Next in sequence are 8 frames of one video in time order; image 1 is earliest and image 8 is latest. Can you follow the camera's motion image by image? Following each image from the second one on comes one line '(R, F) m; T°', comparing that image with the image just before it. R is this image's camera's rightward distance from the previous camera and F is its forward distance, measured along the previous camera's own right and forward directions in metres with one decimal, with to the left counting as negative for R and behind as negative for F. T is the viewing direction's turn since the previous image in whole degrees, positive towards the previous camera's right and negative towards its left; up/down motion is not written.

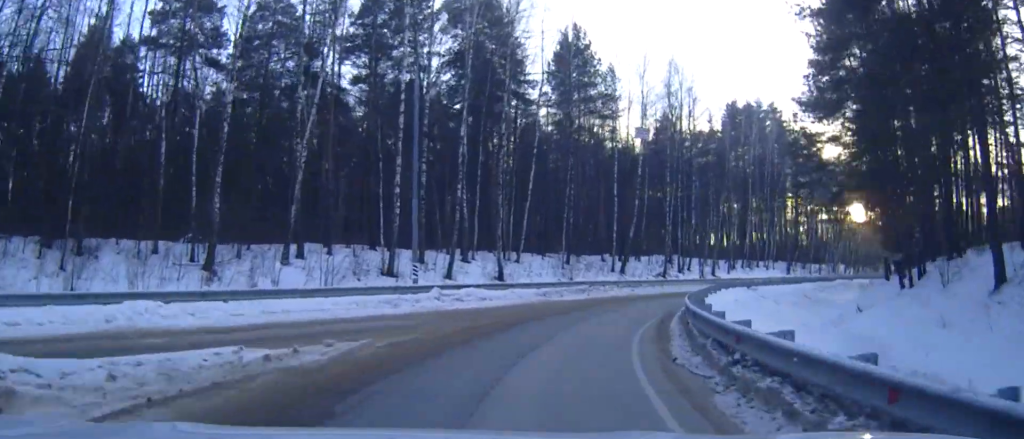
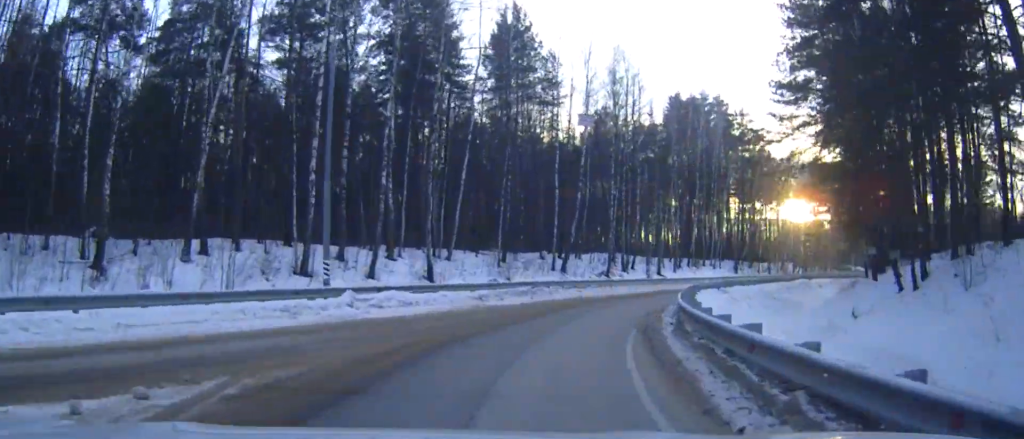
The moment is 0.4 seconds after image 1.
(+0.3, +5.1) m; +5°
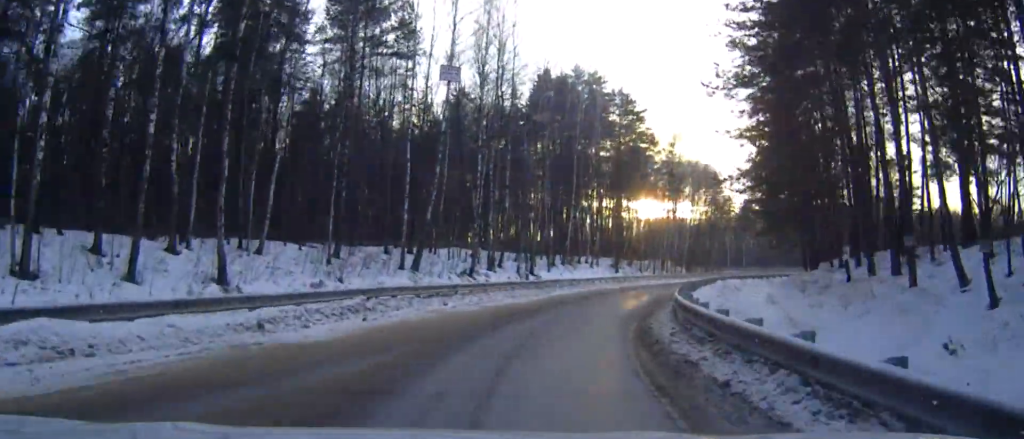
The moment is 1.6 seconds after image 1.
(+1.6, +13.7) m; +12°
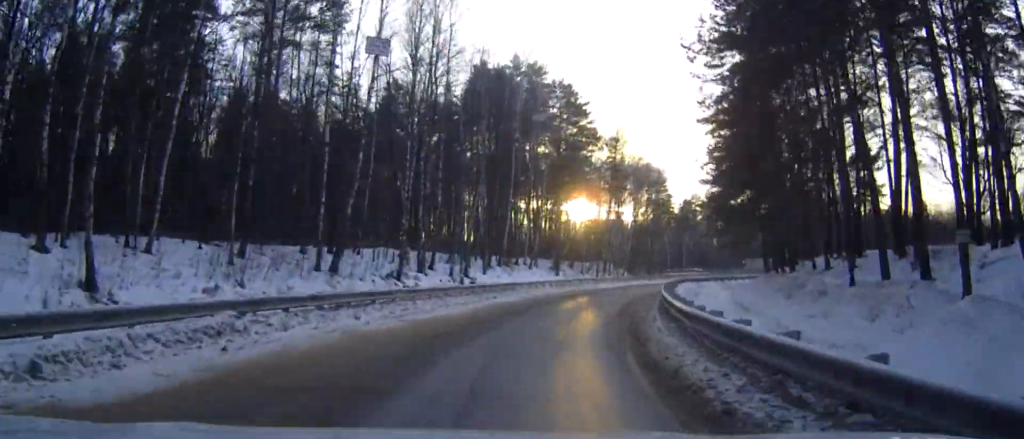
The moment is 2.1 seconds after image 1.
(+0.2, +5.9) m; +5°
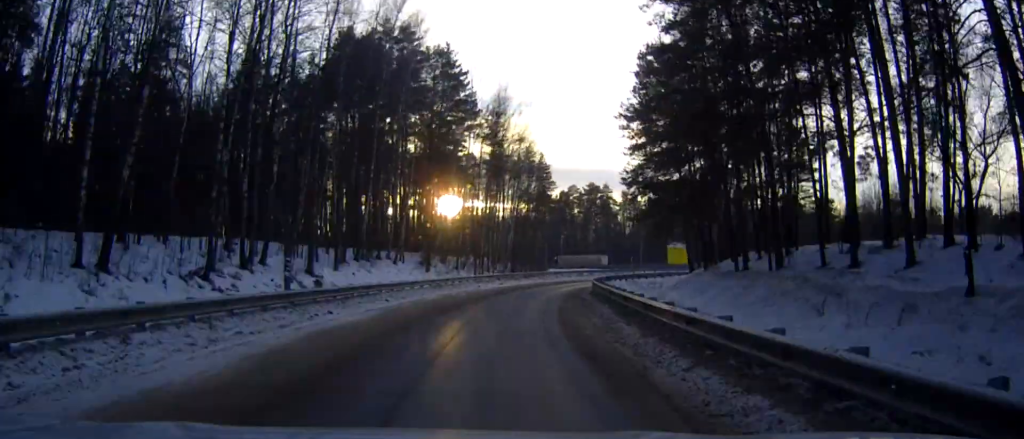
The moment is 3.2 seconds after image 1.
(+1.1, +13.8) m; +8°
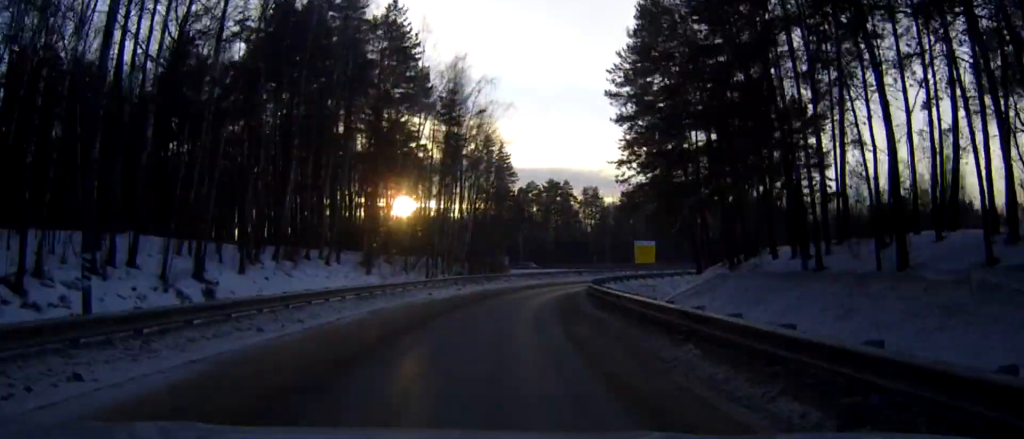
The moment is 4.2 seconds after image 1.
(+0.6, +11.9) m; +4°
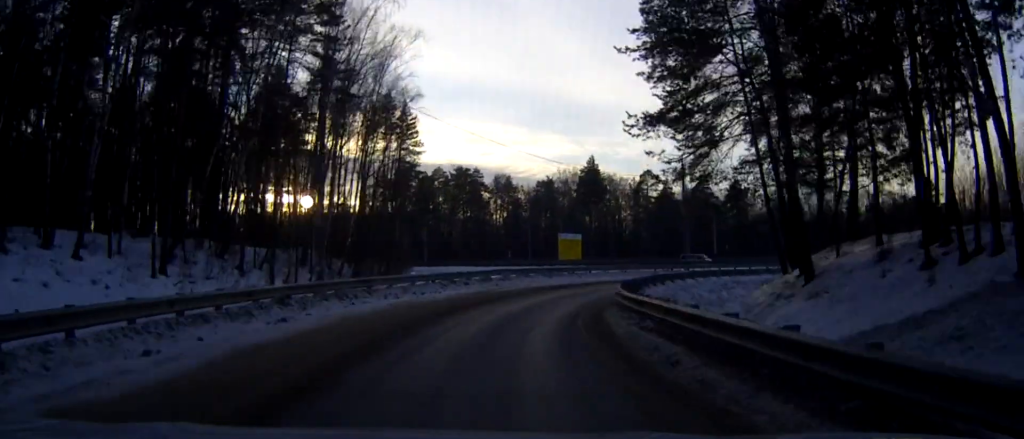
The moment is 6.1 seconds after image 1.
(+1.2, +24.7) m; +6°
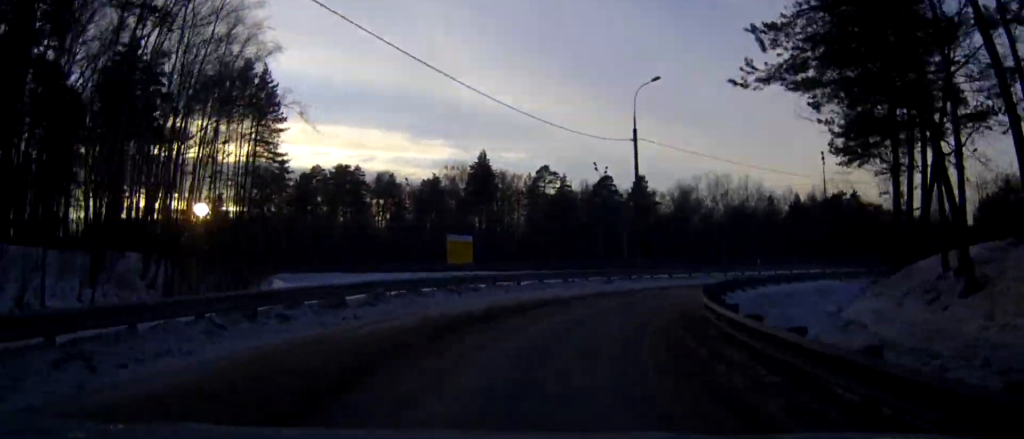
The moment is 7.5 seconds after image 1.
(+1.1, +18.0) m; +10°
